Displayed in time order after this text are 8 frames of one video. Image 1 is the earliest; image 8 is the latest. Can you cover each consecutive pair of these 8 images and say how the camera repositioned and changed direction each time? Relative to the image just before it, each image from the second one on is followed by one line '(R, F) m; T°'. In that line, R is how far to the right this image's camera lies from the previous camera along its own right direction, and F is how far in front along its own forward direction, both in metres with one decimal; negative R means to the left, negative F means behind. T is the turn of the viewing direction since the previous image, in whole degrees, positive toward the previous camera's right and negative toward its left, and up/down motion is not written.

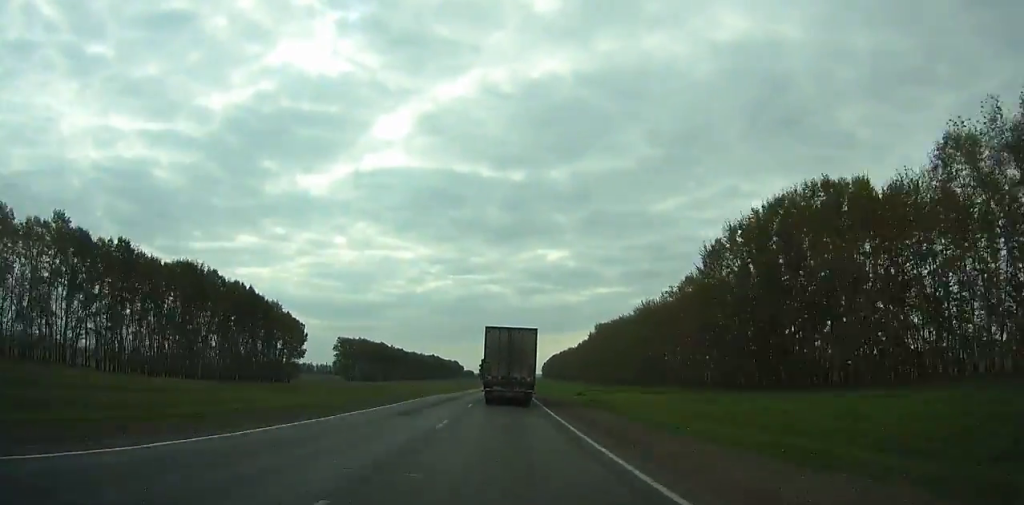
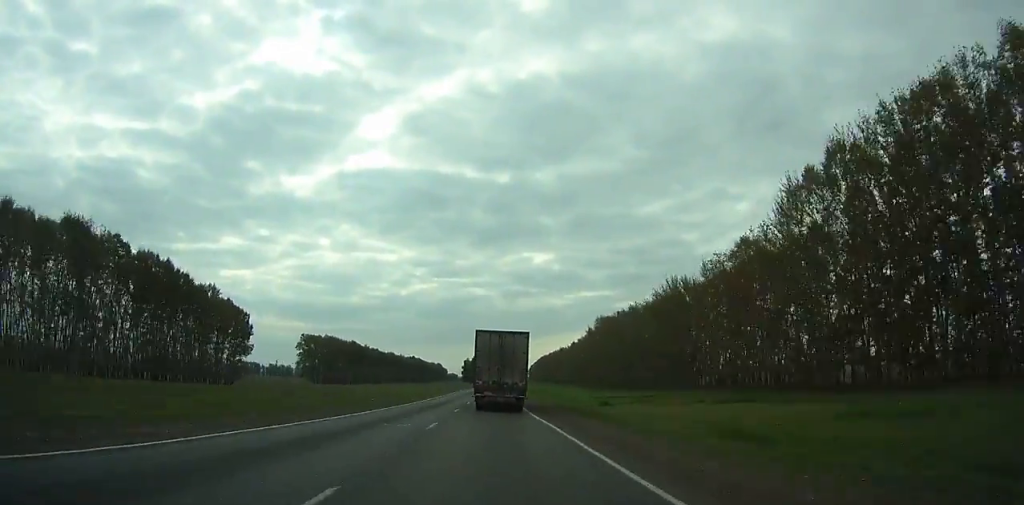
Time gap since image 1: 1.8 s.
(+0.5, +35.2) m; +1°
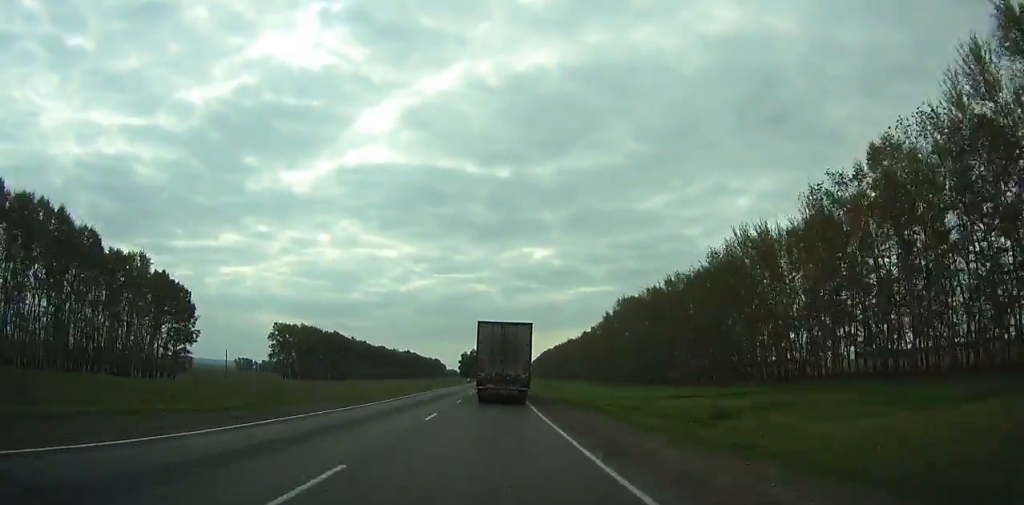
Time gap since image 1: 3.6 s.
(+0.2, +35.0) m; +1°
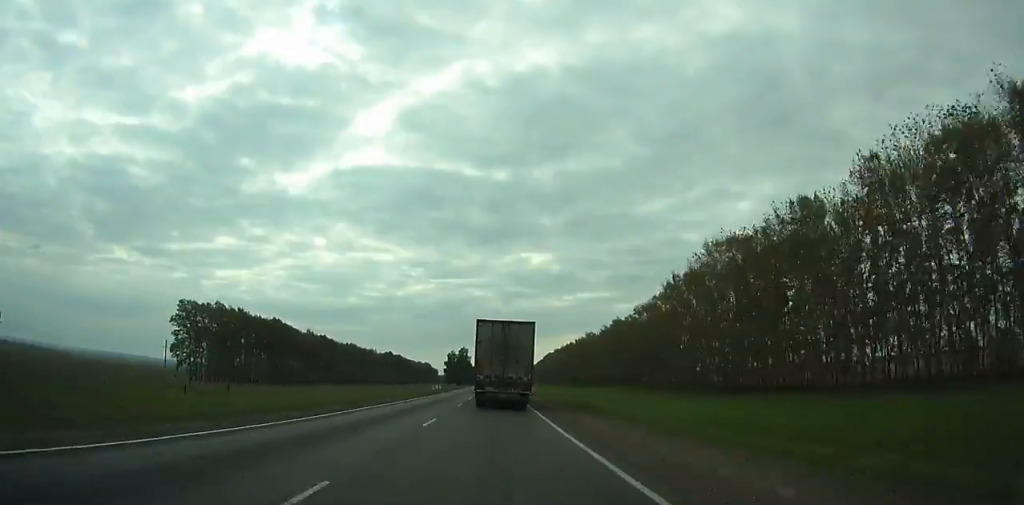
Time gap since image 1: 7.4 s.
(+0.3, +73.2) m; 0°
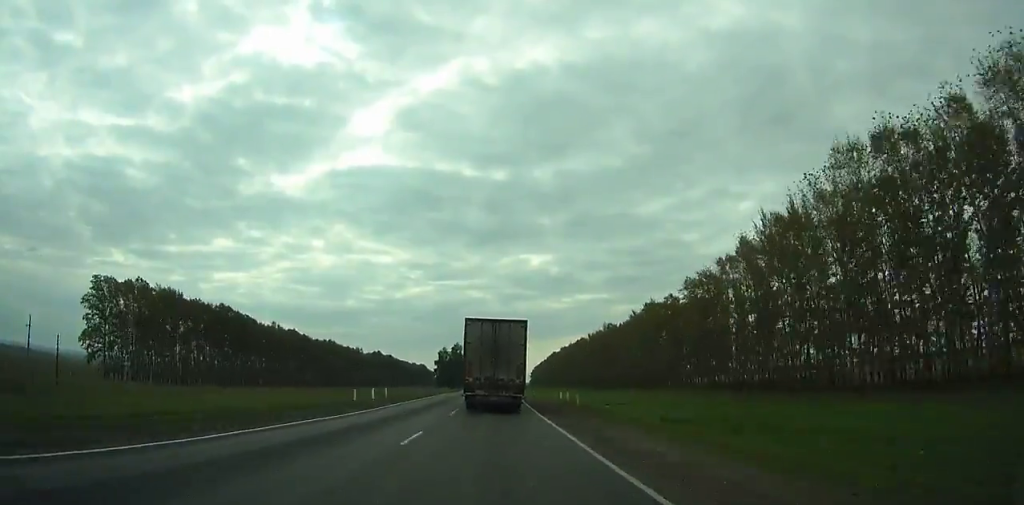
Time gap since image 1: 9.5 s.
(+0.1, +40.0) m; 0°
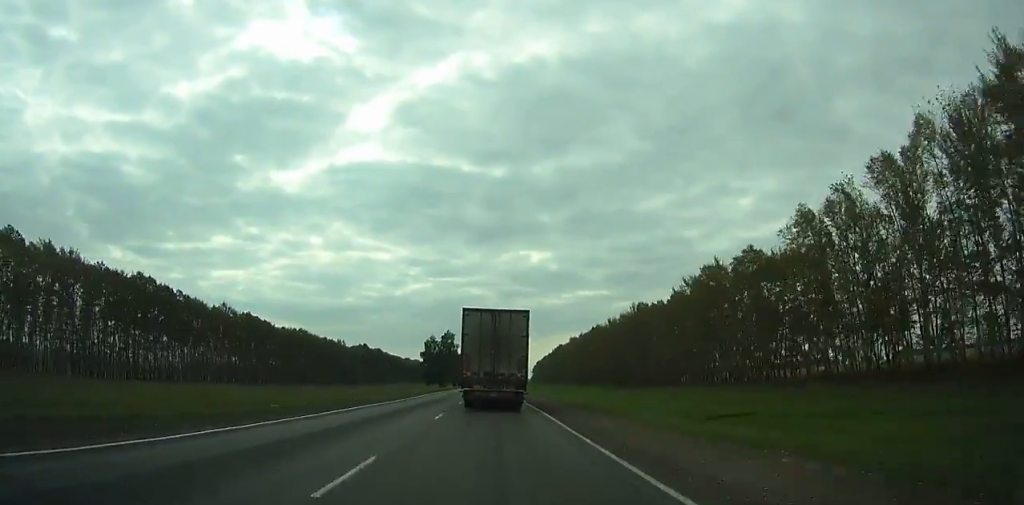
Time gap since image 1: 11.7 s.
(+0.1, +41.1) m; -1°
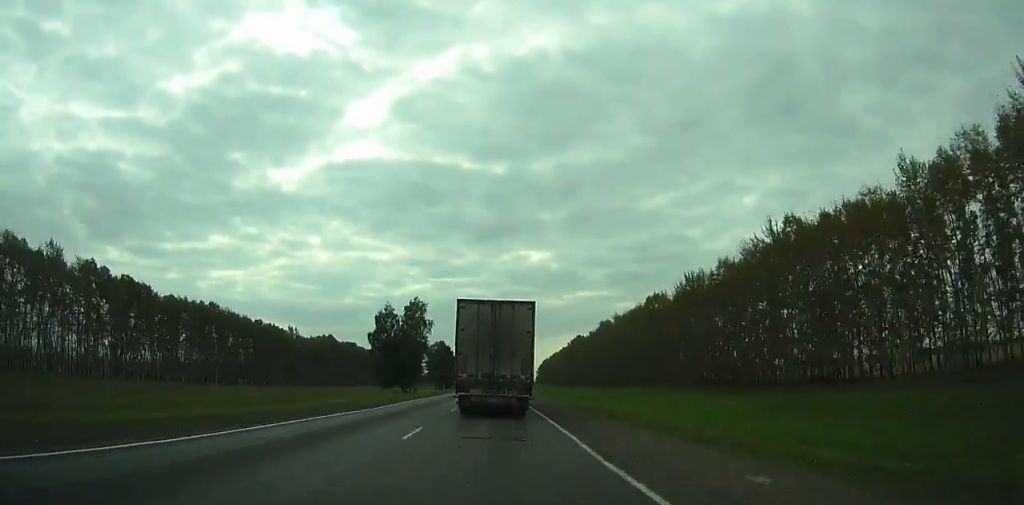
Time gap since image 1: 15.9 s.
(-1.0, +76.9) m; +2°
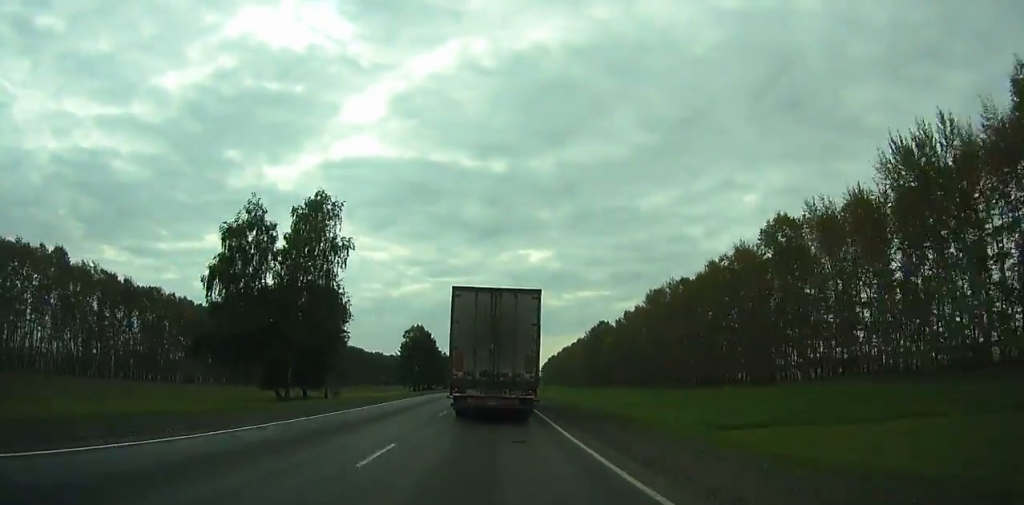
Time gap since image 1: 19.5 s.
(+2.8, +64.3) m; +1°
